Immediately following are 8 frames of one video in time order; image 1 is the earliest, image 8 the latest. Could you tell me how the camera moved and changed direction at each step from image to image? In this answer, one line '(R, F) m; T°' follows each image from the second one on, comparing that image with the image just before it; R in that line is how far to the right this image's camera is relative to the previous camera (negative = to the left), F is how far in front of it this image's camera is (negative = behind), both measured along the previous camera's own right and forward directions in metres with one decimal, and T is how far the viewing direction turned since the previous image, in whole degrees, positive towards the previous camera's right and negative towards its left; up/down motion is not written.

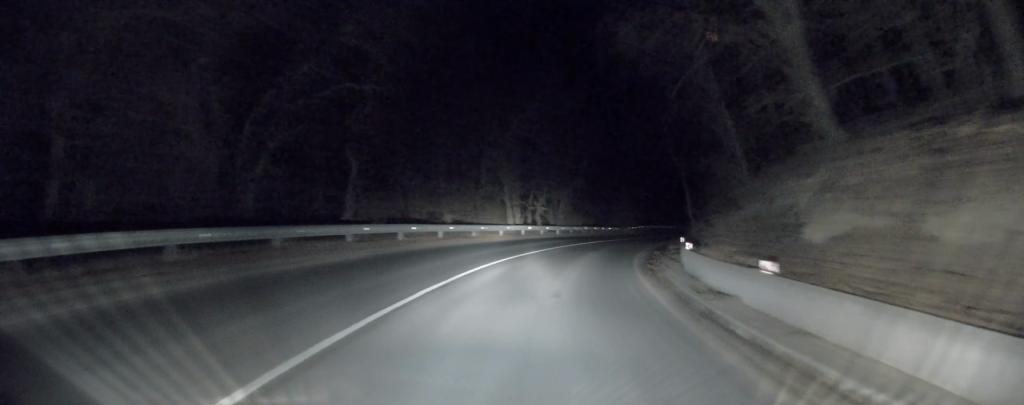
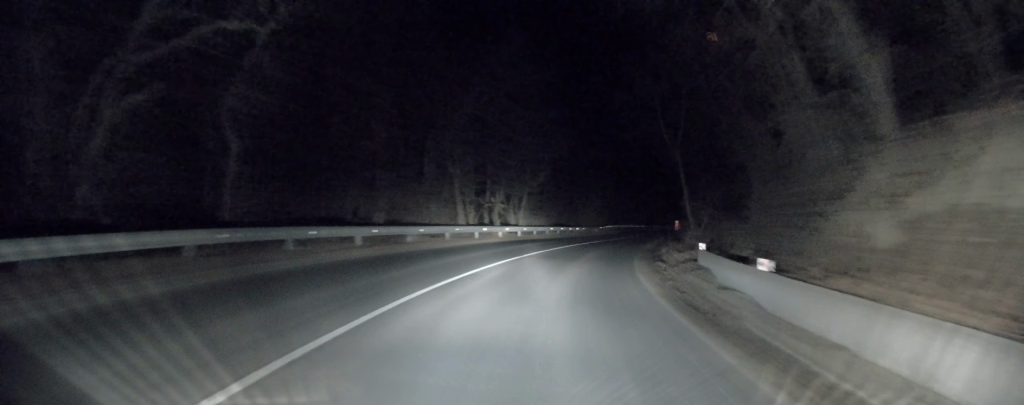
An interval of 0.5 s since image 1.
(+0.4, +7.1) m; +2°
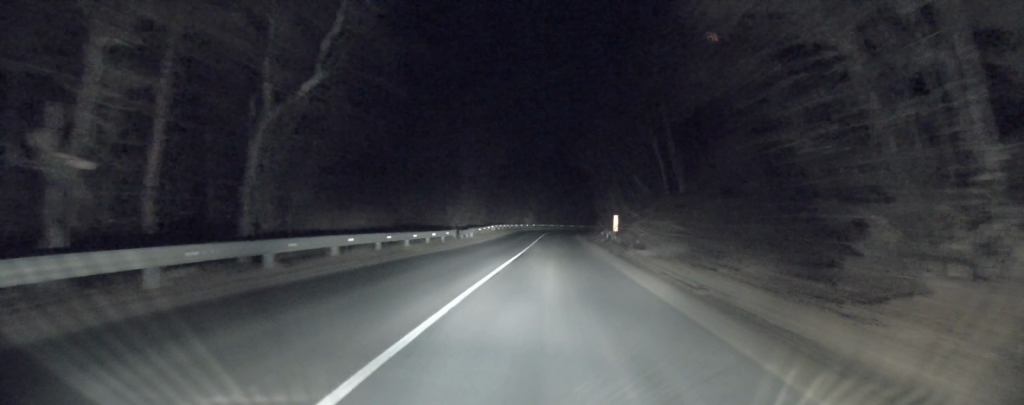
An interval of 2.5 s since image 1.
(+1.6, +28.6) m; +8°
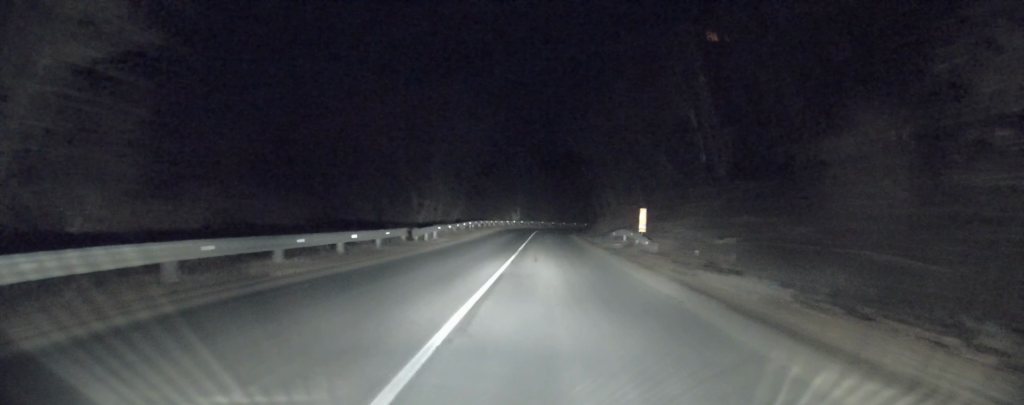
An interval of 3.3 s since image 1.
(+0.6, +12.0) m; +4°
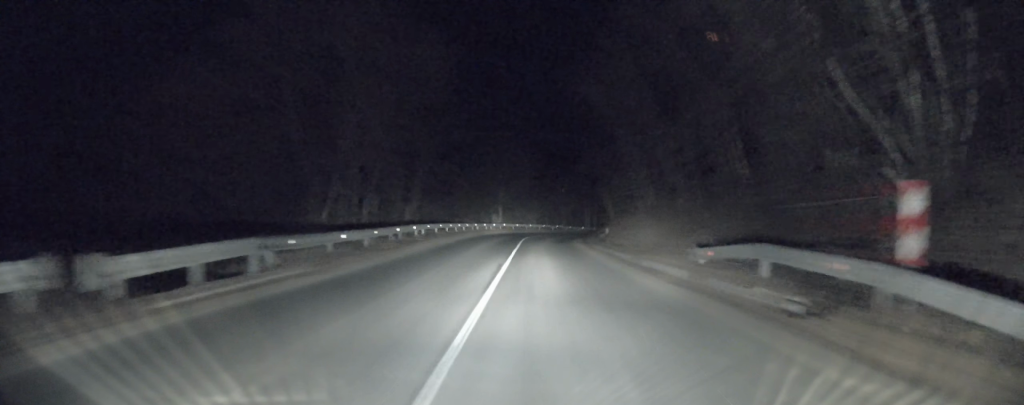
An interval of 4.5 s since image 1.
(+0.9, +19.1) m; +4°
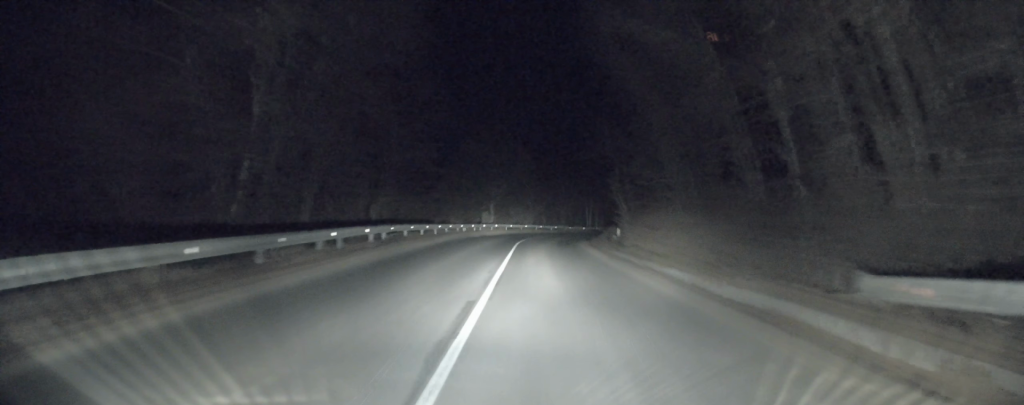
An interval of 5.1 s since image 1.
(0.0, +8.1) m; +1°
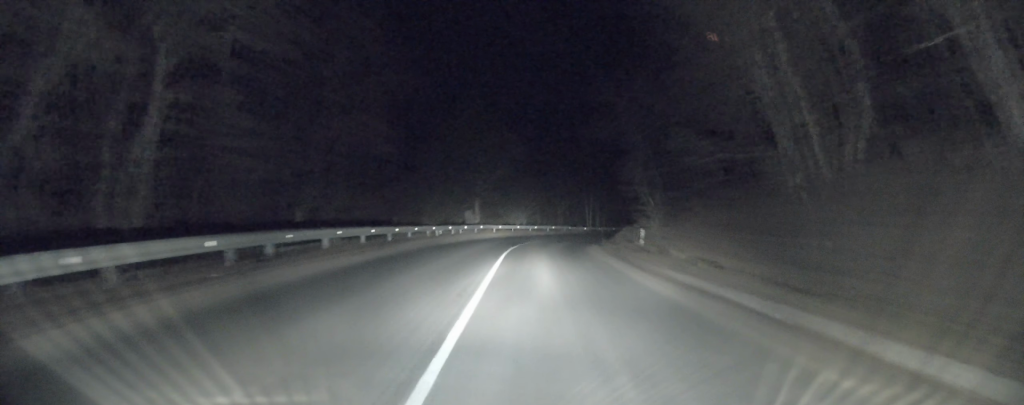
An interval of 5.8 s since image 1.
(+0.2, +10.7) m; +1°
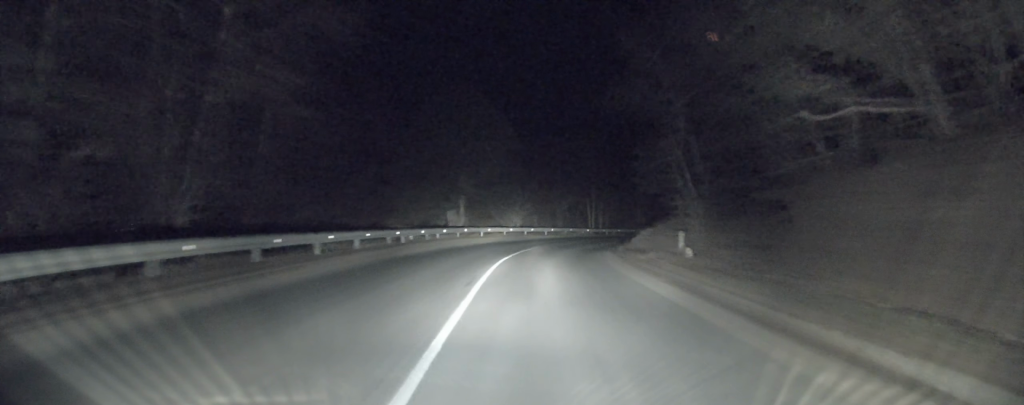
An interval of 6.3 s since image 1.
(+0.1, +8.8) m; +2°
